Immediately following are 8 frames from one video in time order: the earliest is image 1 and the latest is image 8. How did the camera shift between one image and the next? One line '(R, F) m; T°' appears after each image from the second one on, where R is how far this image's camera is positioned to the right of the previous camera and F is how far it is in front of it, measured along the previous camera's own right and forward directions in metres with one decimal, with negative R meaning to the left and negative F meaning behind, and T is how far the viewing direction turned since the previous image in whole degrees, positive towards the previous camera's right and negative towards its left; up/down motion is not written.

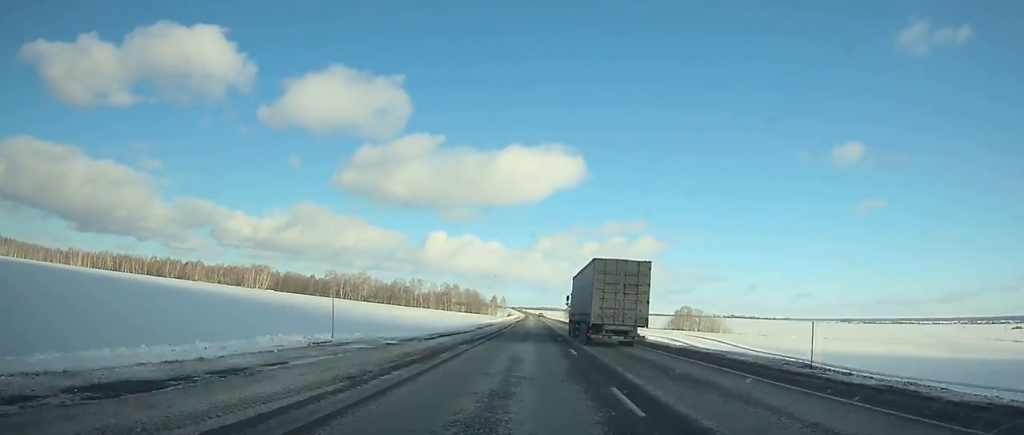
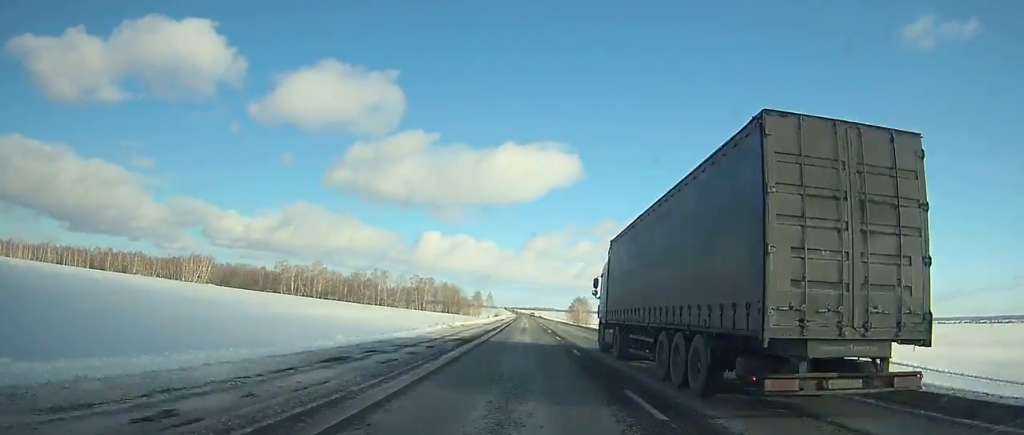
(+0.3, +69.9) m; 0°
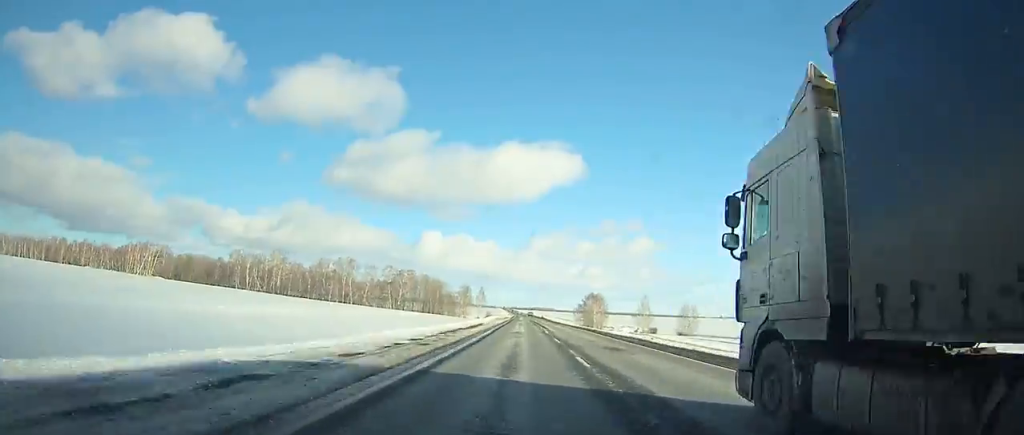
(+0.2, +53.4) m; 0°
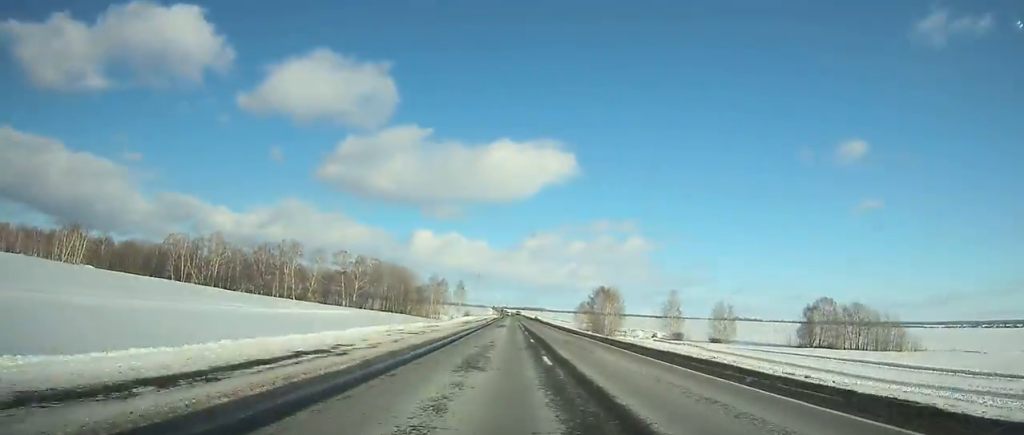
(0.0, +46.9) m; 0°
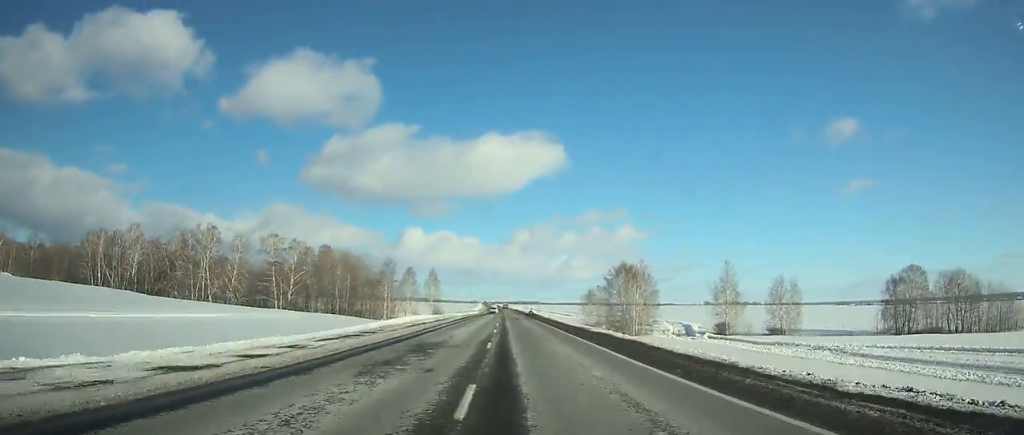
(0.0, +44.2) m; 0°
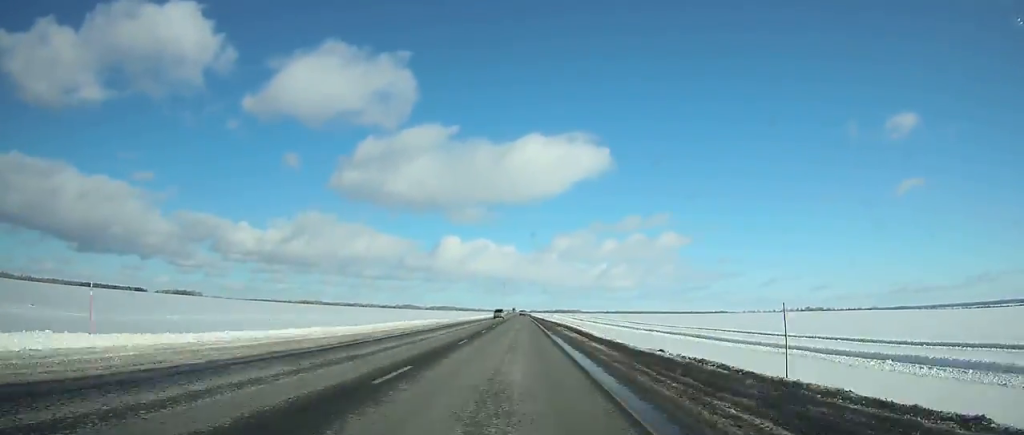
(-5.0, +229.0) m; -2°
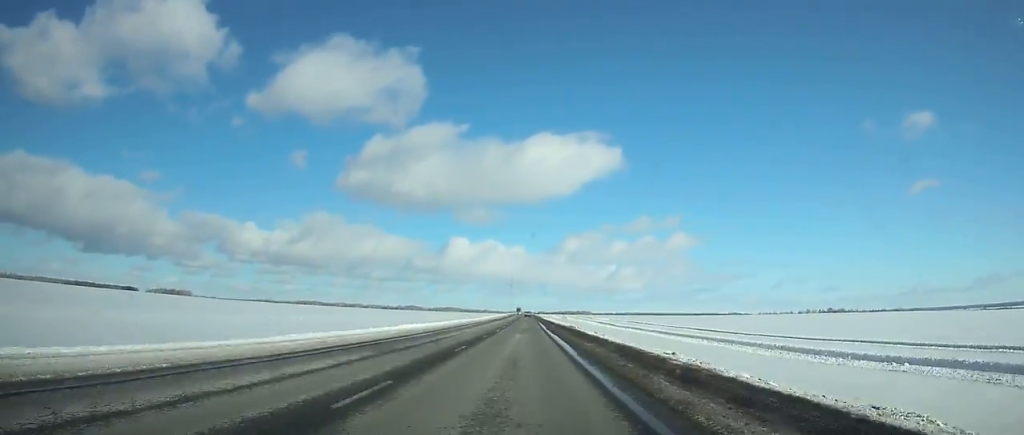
(-0.3, +77.2) m; 0°
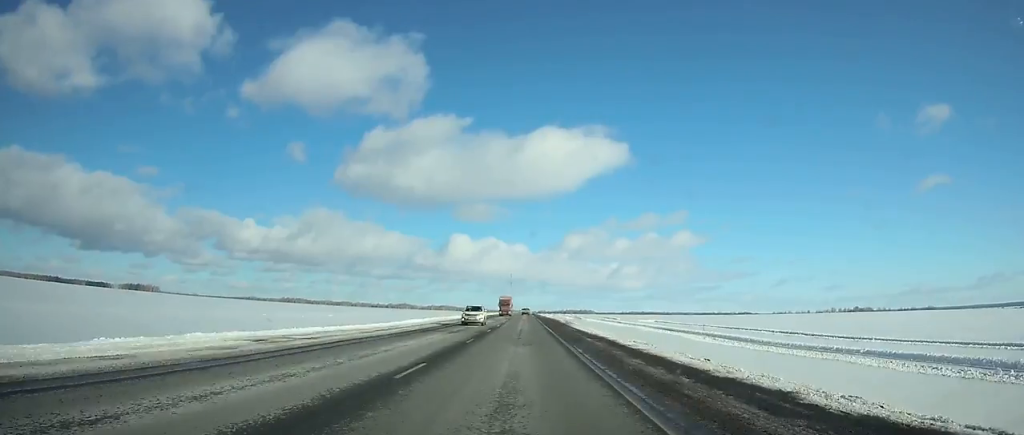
(-0.4, +118.0) m; 0°
